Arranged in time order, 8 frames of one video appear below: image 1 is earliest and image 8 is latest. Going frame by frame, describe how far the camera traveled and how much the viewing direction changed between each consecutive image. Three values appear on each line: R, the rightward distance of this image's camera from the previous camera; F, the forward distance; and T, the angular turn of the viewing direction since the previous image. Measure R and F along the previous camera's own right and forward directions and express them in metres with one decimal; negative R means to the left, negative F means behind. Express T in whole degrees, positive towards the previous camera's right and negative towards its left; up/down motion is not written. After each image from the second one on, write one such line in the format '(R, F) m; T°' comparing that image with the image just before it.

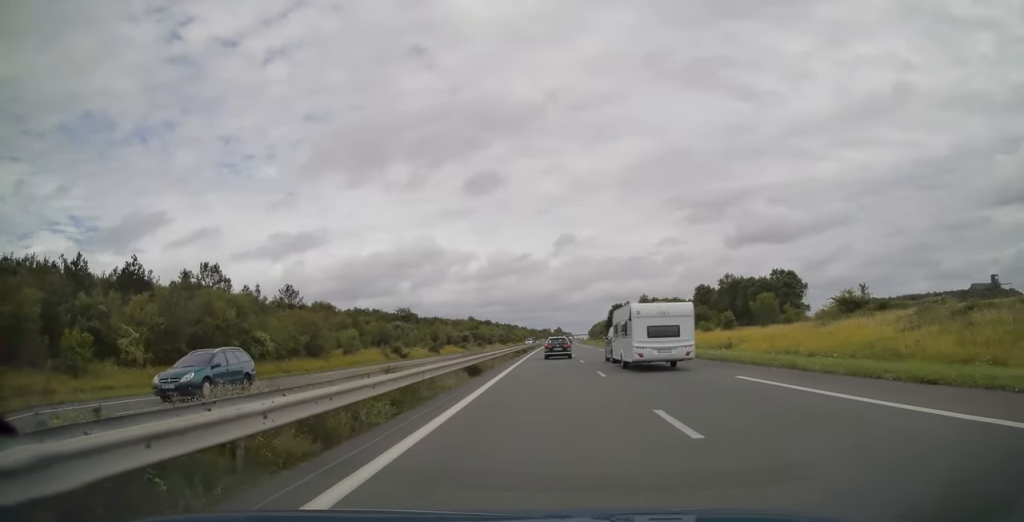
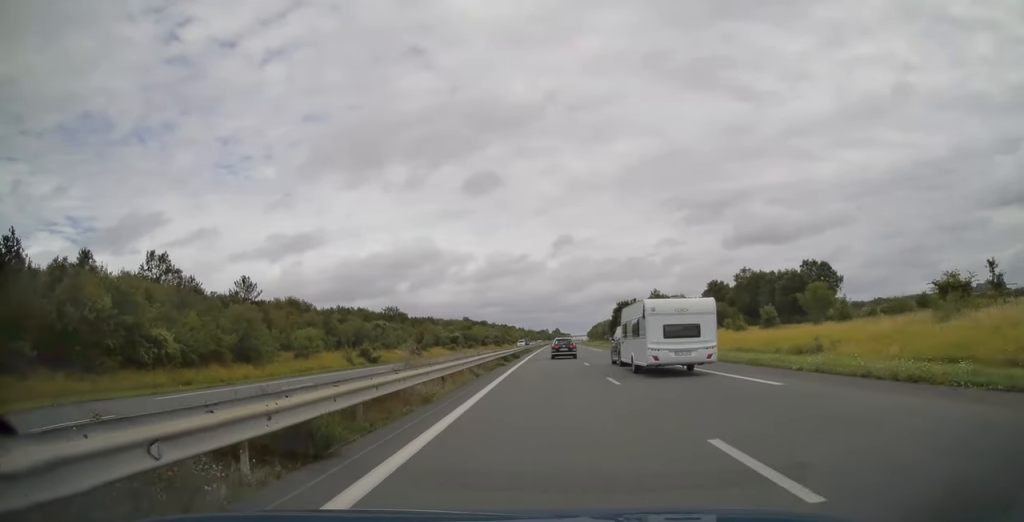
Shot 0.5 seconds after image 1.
(0.0, +16.2) m; 0°
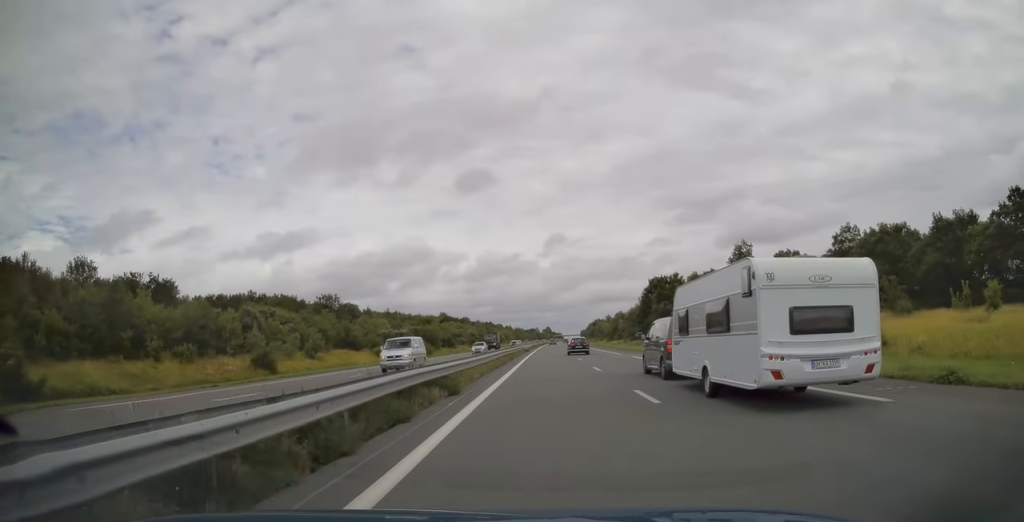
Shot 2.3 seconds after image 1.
(+0.5, +57.0) m; +1°
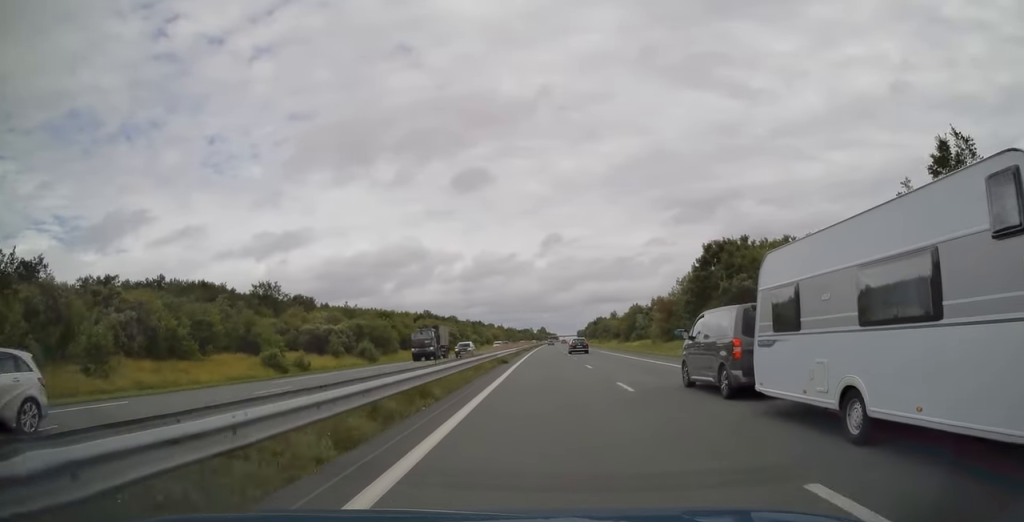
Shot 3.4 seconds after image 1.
(+0.2, +36.0) m; +1°
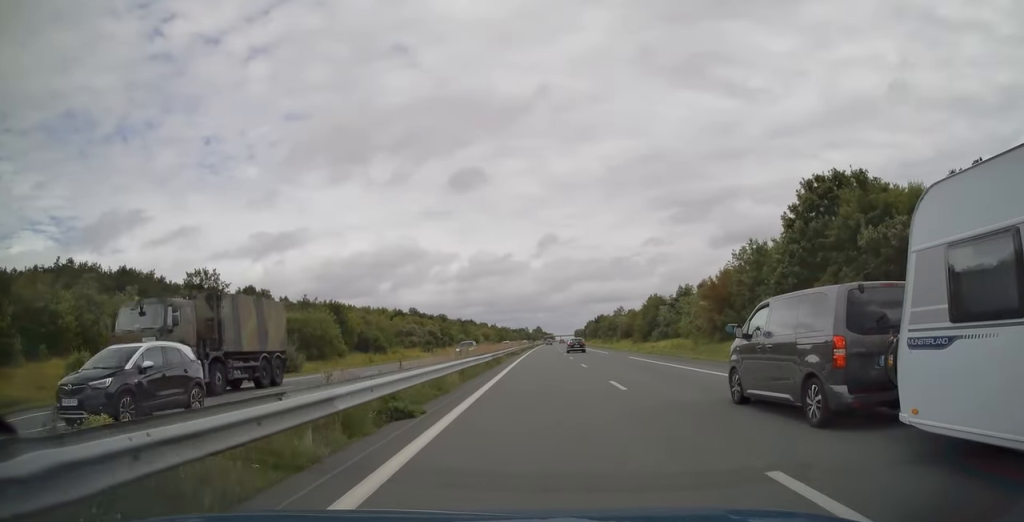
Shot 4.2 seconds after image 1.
(+0.1, +25.3) m; 0°
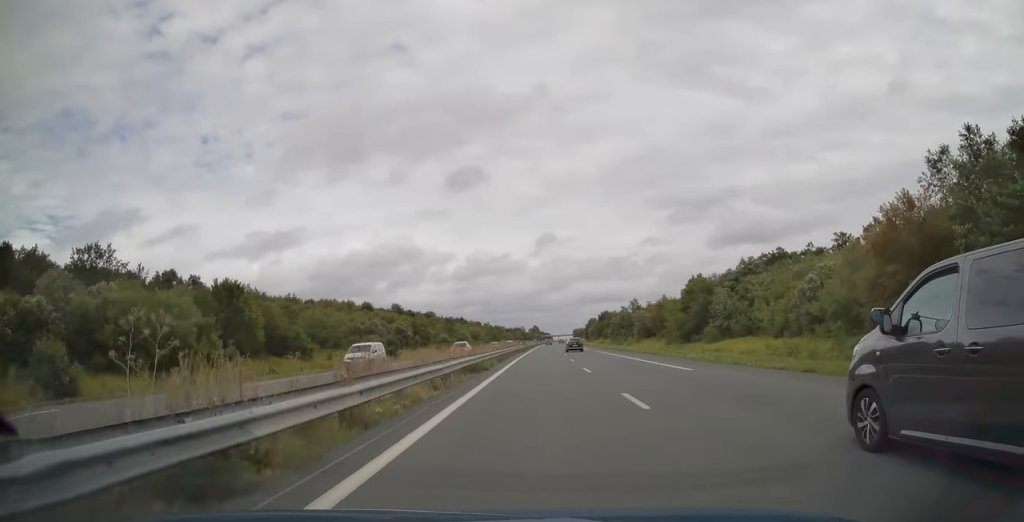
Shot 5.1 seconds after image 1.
(0.0, +30.2) m; 0°
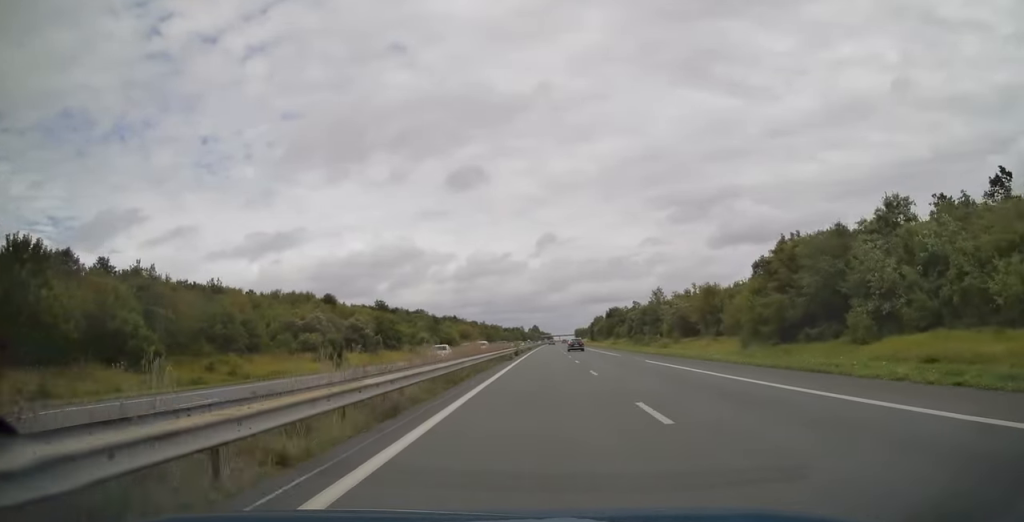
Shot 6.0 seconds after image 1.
(0.0, +28.1) m; 0°
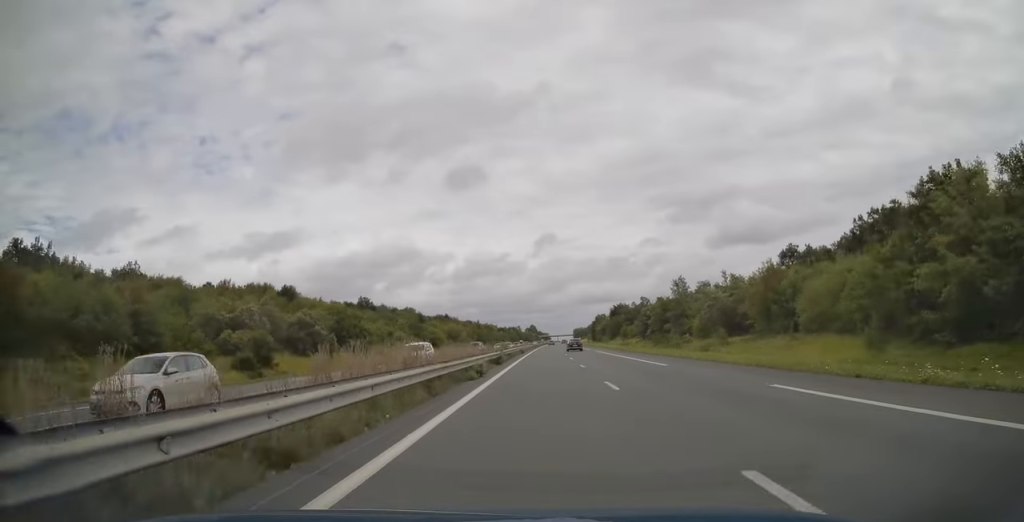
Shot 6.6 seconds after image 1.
(+0.1, +19.4) m; 0°
